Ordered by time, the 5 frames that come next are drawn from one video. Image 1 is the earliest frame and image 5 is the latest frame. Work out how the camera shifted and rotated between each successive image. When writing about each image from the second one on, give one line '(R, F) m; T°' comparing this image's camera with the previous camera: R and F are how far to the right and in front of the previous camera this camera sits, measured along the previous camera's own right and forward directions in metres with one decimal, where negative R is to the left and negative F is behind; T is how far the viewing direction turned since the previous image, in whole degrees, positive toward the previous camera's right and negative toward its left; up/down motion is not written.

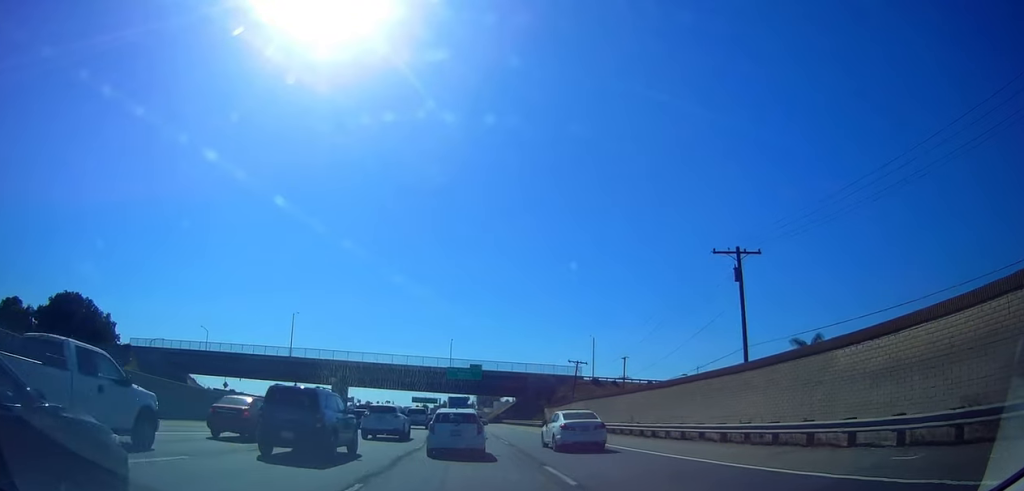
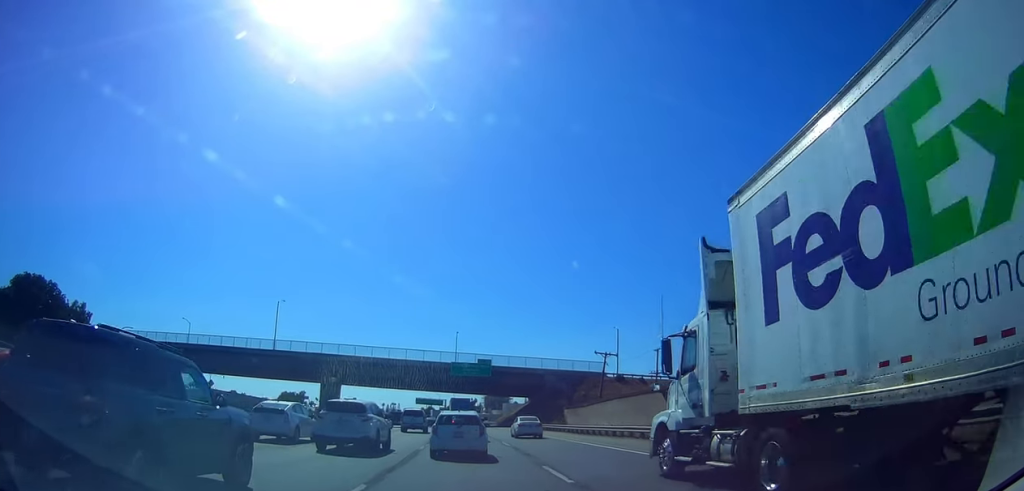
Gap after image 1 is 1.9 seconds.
(+0.2, +14.9) m; -4°
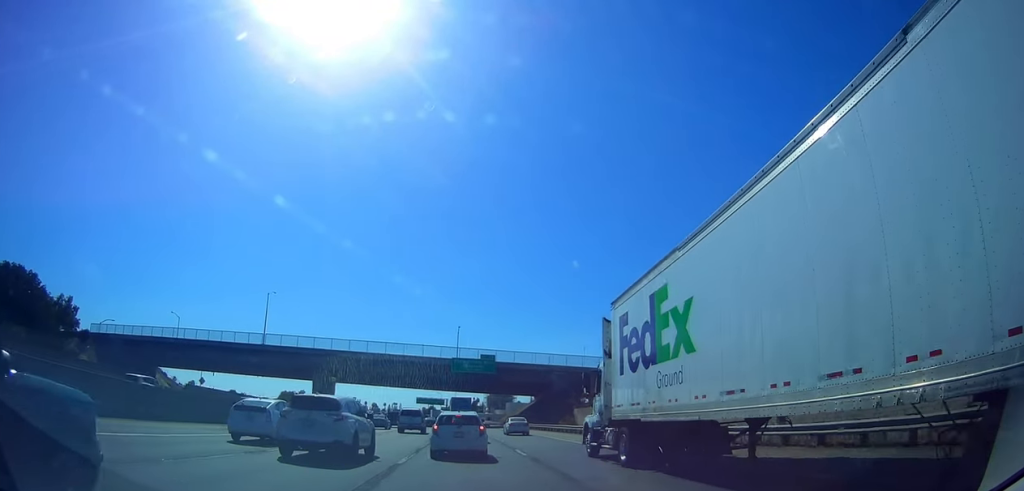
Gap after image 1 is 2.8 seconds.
(-0.4, +6.3) m; 0°
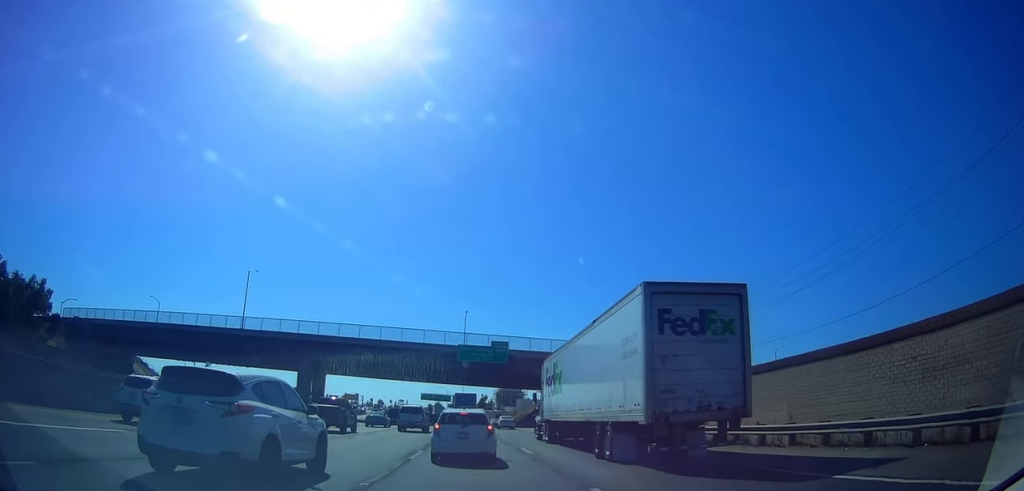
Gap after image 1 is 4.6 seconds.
(+0.1, +12.7) m; -2°
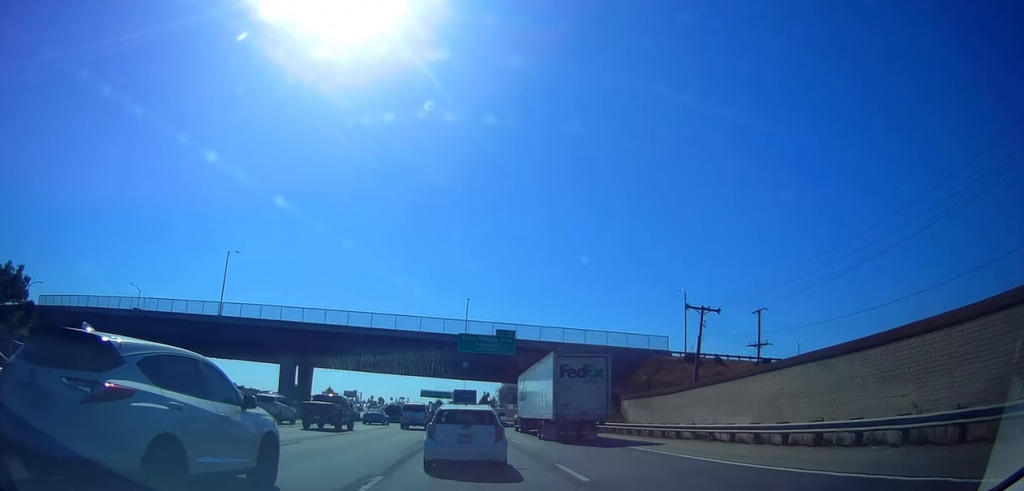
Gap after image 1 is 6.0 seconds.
(+0.3, +10.3) m; +2°
